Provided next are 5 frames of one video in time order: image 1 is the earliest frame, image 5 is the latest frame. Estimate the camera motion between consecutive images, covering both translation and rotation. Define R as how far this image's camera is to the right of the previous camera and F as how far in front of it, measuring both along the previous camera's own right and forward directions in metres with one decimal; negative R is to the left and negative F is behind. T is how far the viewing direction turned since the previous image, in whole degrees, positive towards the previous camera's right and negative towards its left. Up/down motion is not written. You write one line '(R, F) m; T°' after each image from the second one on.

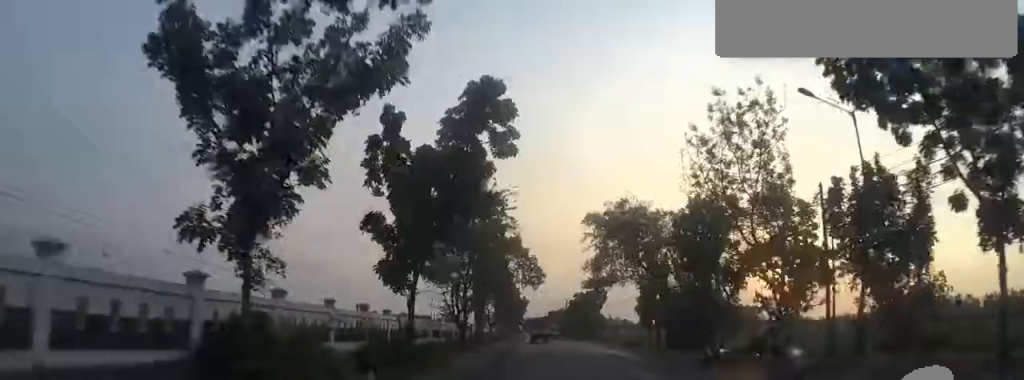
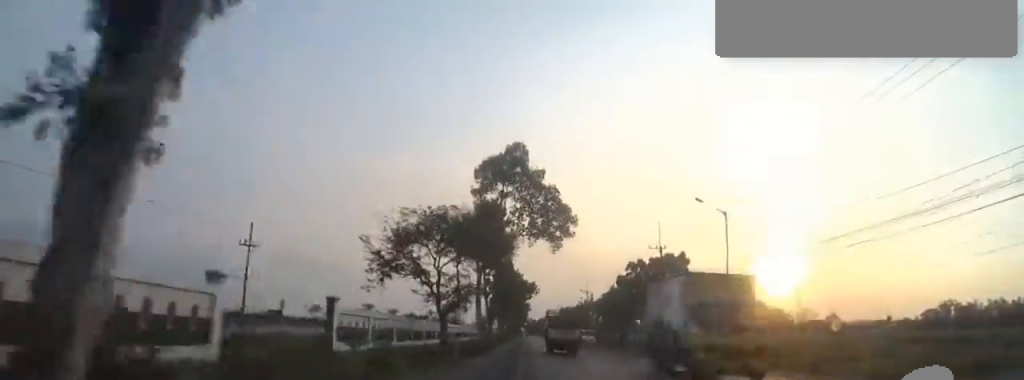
(+0.7, +39.5) m; 0°
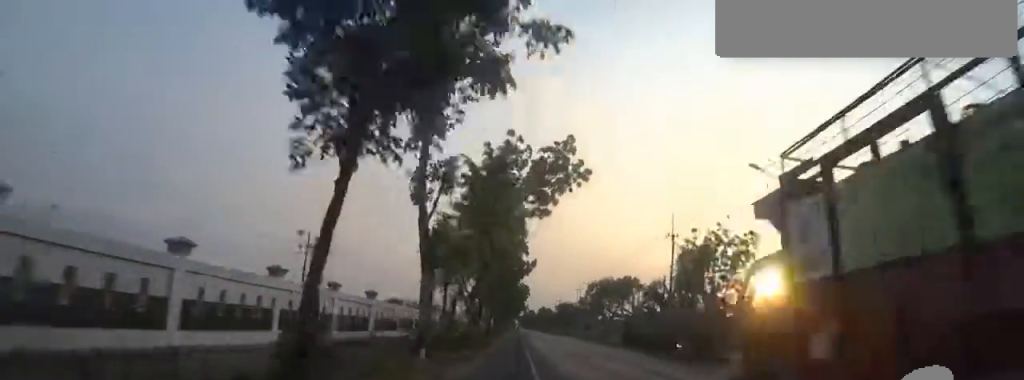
(-0.8, +56.1) m; -1°
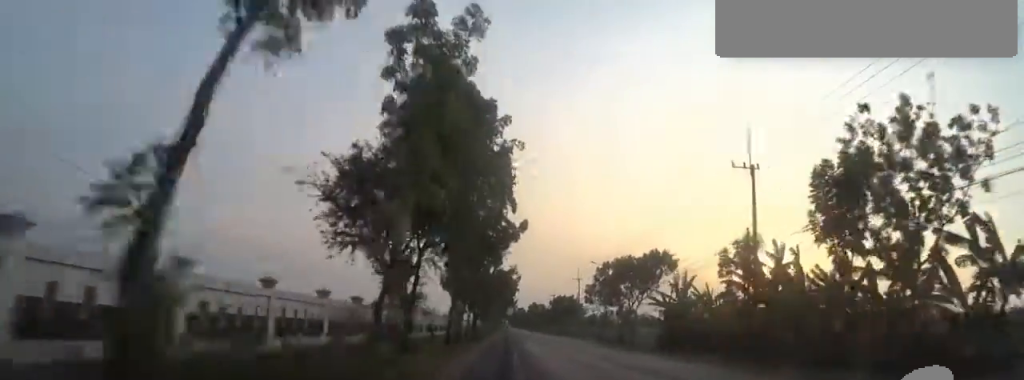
(-0.2, +17.7) m; +1°
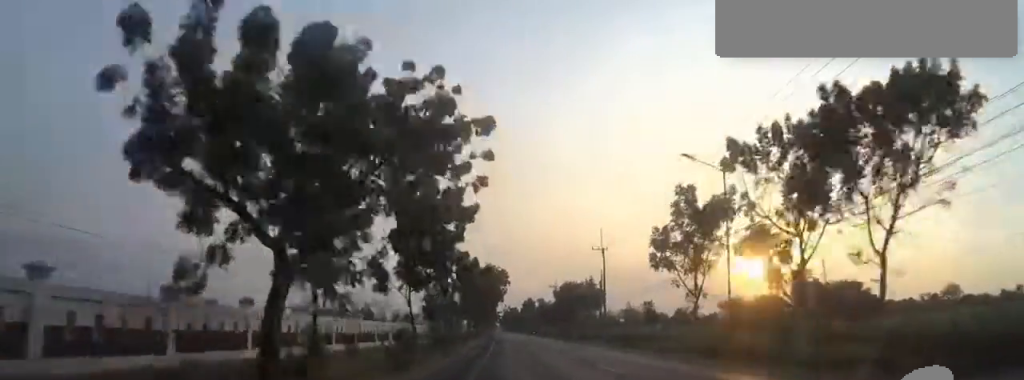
(+1.1, +31.9) m; +4°
